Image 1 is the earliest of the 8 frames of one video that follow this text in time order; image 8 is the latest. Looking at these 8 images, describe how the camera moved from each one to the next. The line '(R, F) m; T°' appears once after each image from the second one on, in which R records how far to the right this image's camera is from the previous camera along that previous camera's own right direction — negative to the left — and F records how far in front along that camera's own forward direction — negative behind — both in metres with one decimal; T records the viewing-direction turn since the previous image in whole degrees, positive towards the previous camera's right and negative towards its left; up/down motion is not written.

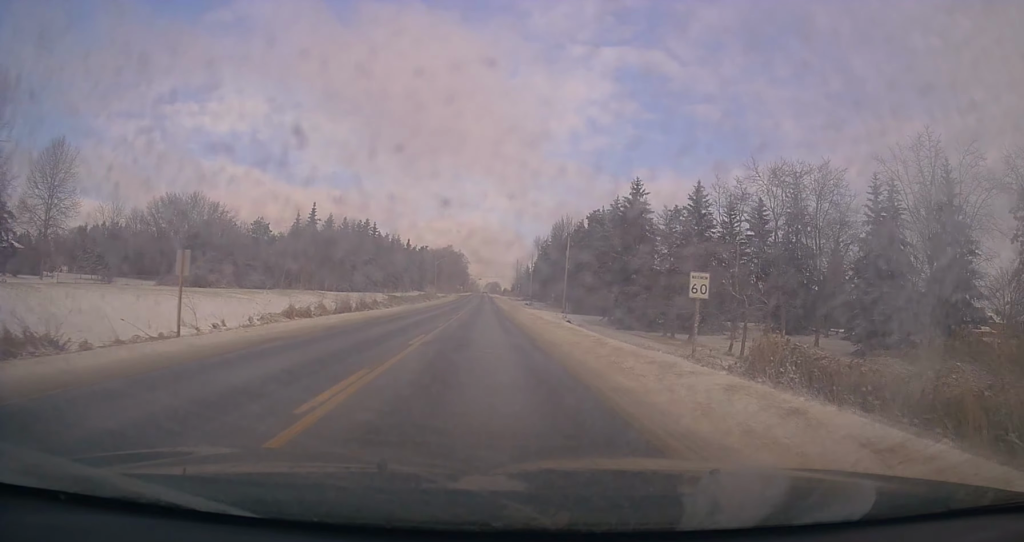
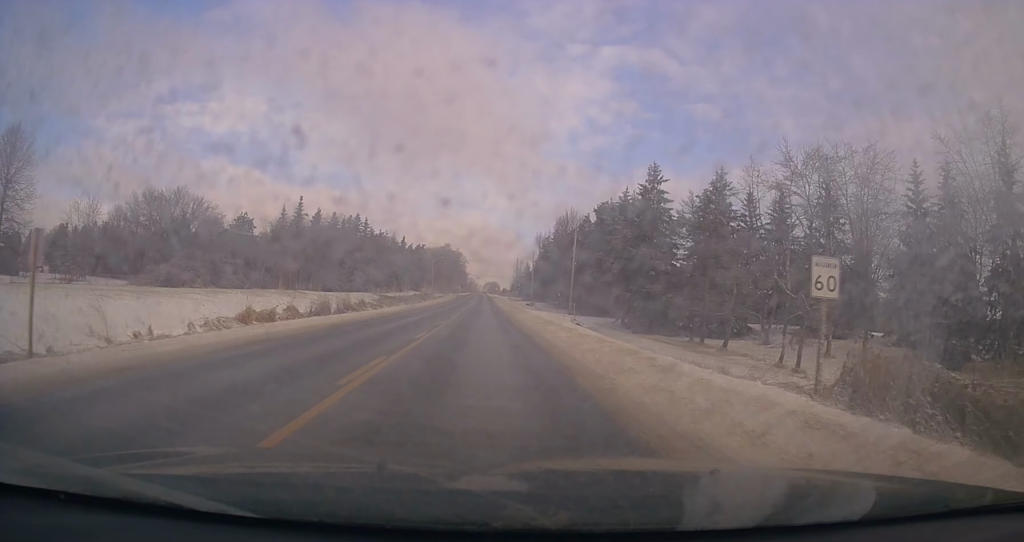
(-0.2, +7.0) m; 0°
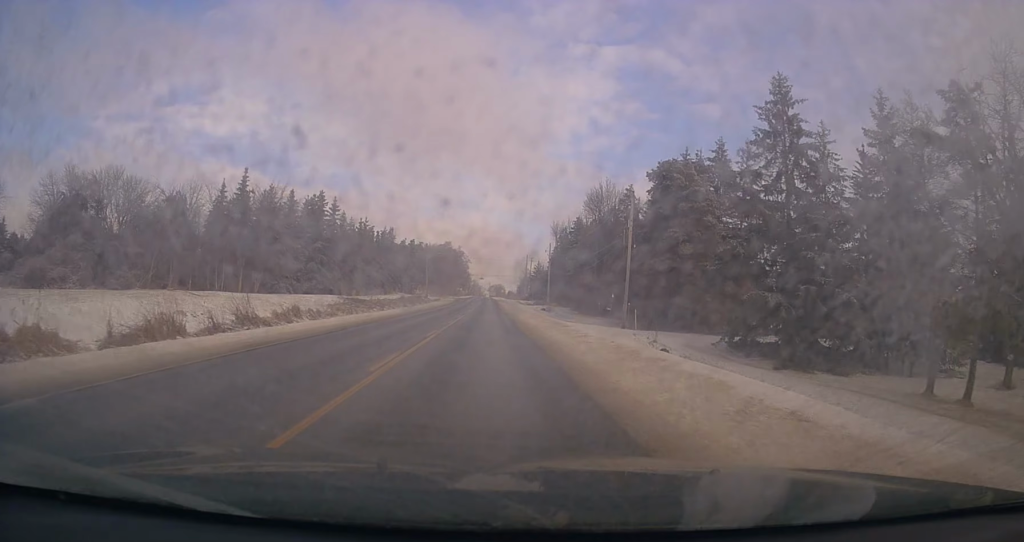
(+0.1, +26.0) m; -1°
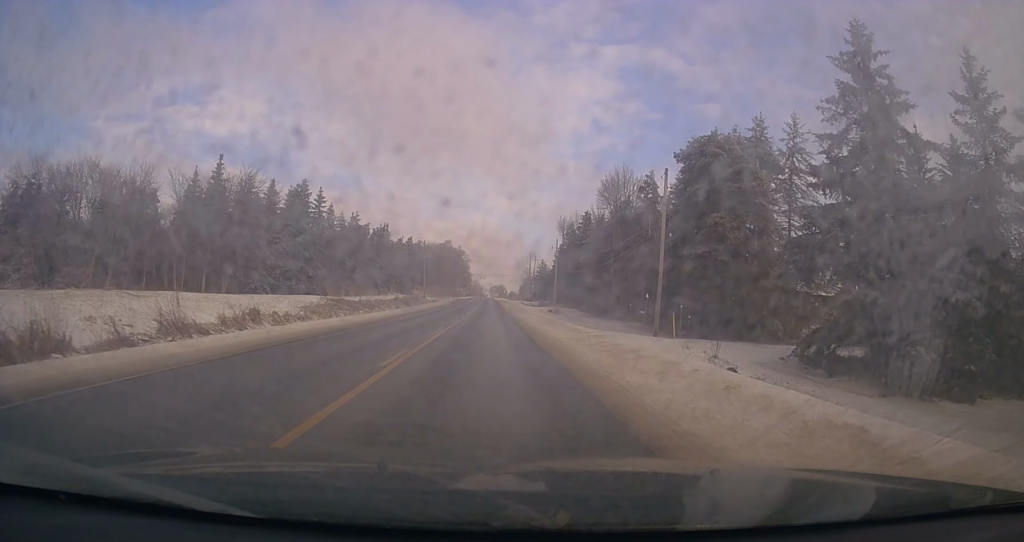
(-0.2, +8.0) m; 0°
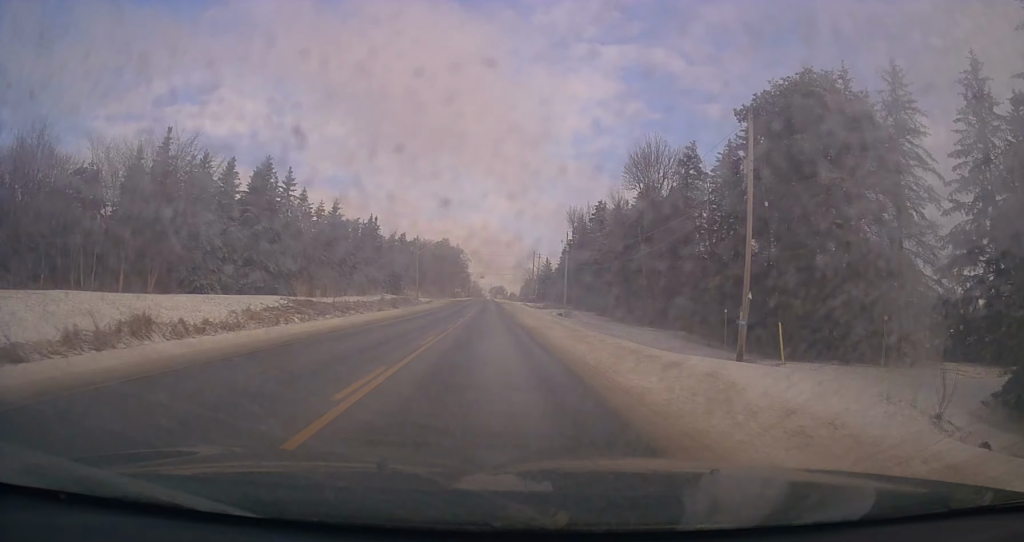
(+0.4, +12.3) m; 0°
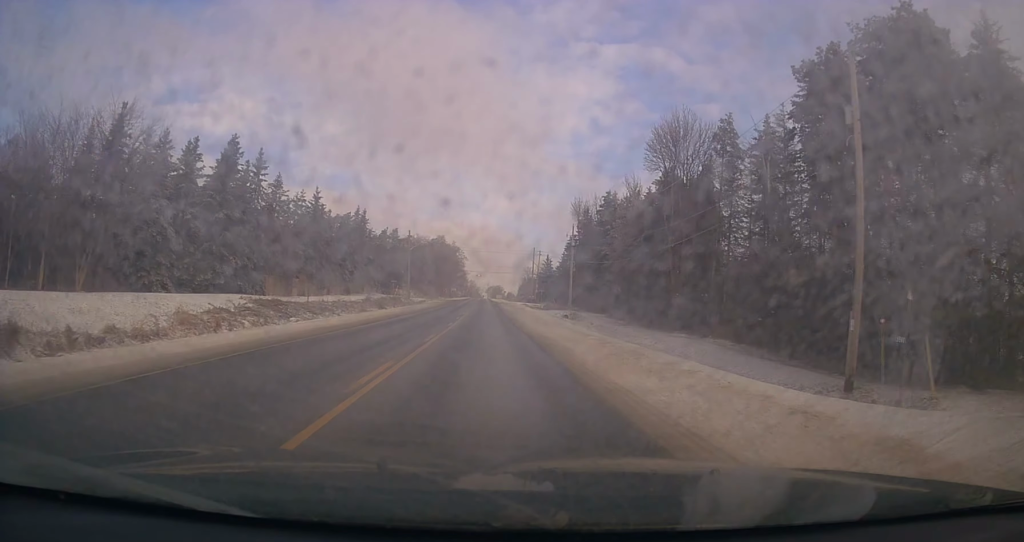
(0.0, +8.1) m; 0°
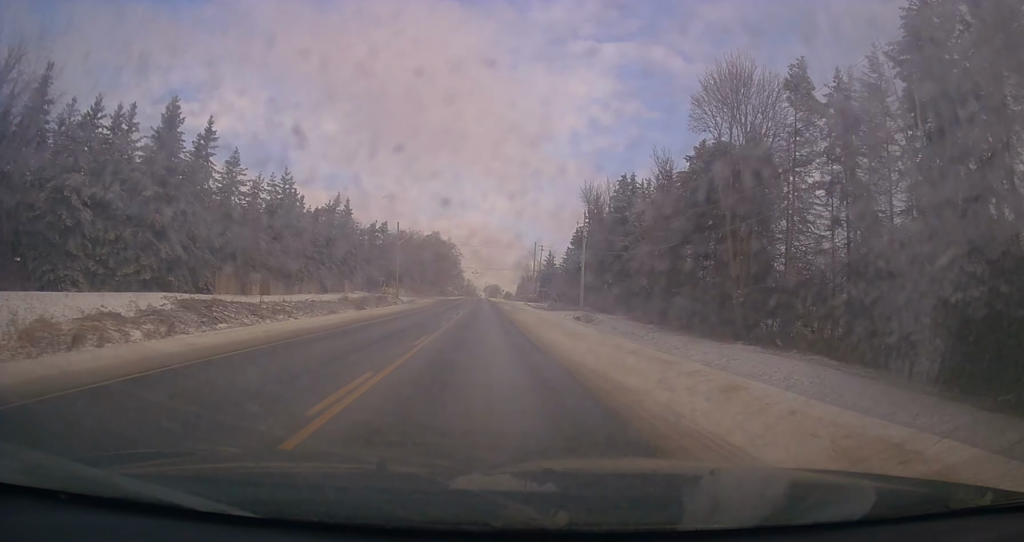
(-0.3, +11.0) m; 0°
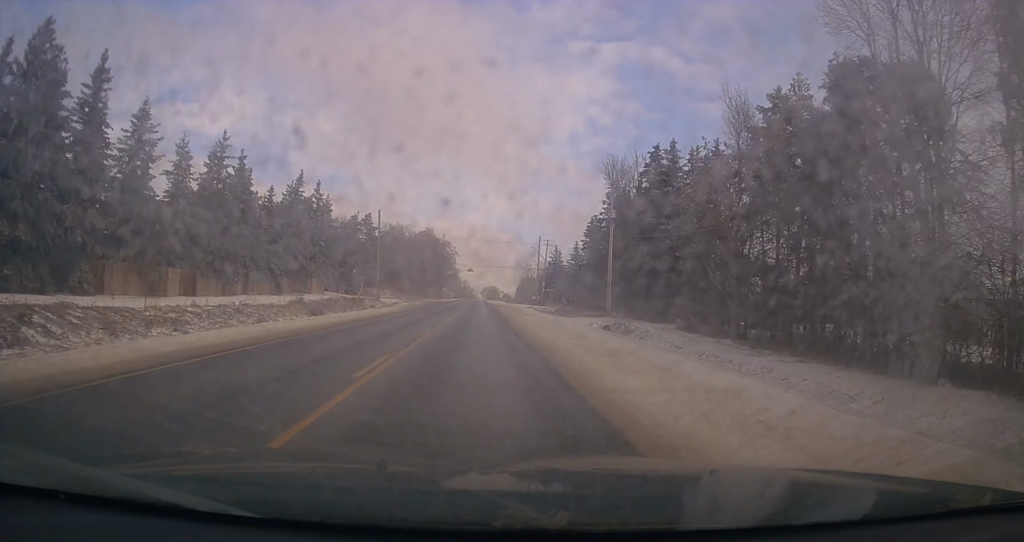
(+0.3, +14.9) m; 0°
